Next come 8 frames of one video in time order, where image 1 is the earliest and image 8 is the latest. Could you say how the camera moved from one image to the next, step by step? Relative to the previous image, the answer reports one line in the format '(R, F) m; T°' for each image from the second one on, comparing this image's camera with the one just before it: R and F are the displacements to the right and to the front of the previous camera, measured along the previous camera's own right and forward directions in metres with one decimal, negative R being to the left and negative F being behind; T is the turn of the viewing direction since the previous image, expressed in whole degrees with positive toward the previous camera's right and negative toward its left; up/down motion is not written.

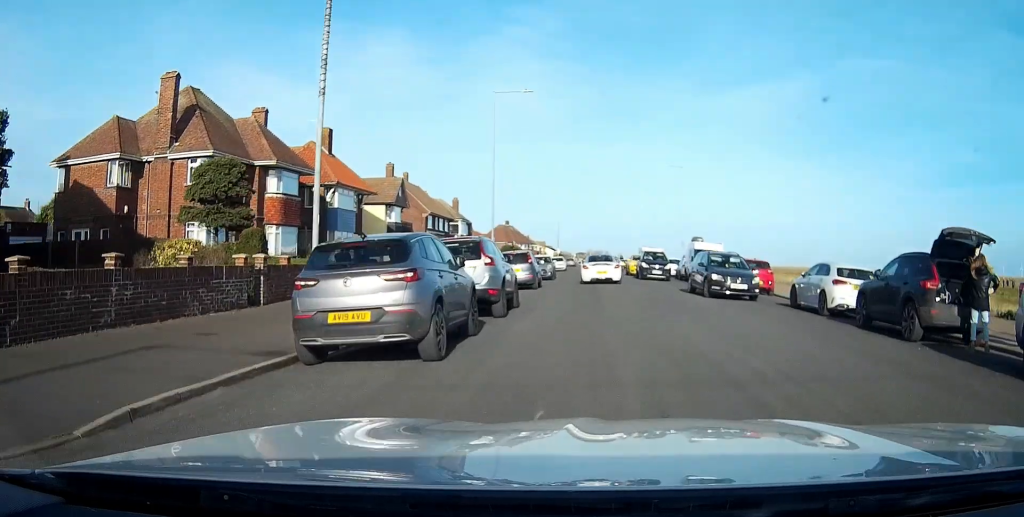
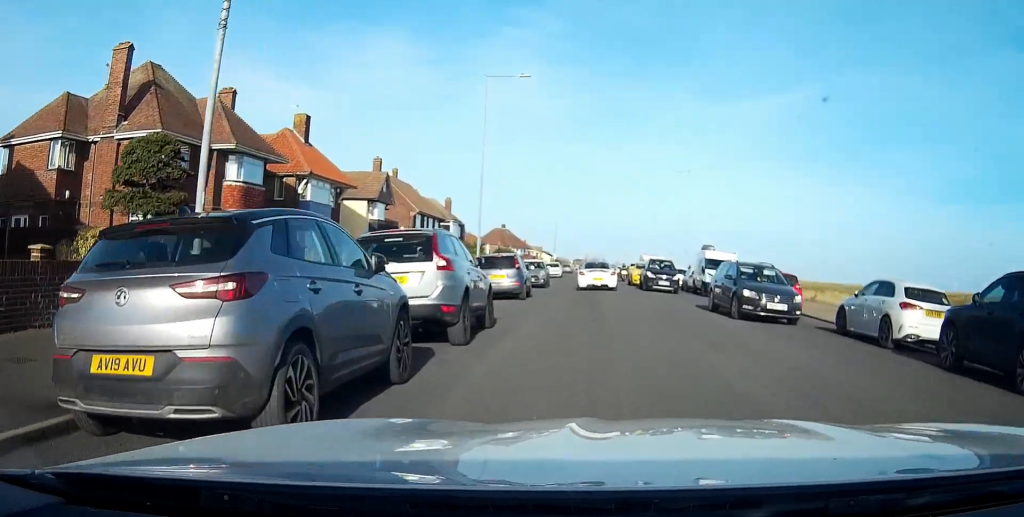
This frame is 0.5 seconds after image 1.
(0.0, +4.3) m; +1°
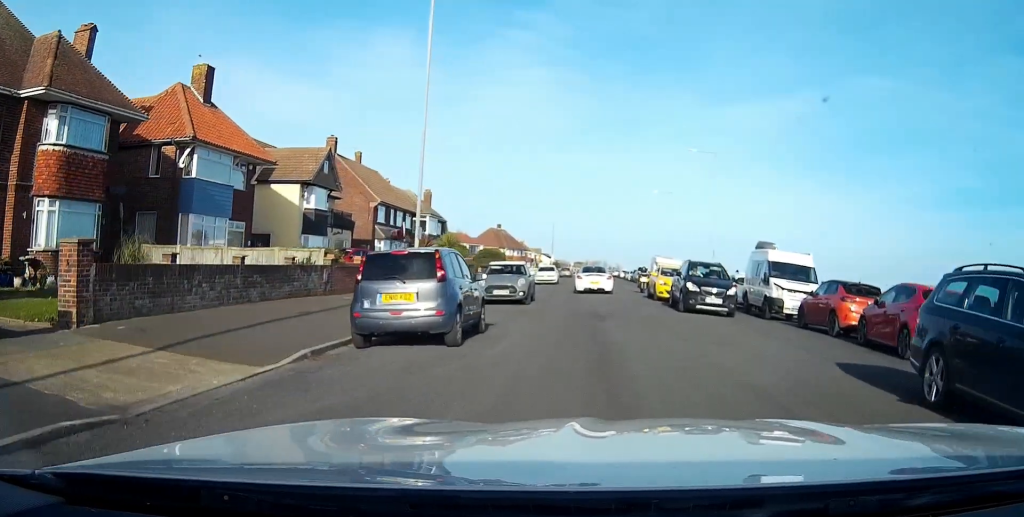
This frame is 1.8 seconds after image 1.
(+0.1, +12.5) m; +1°
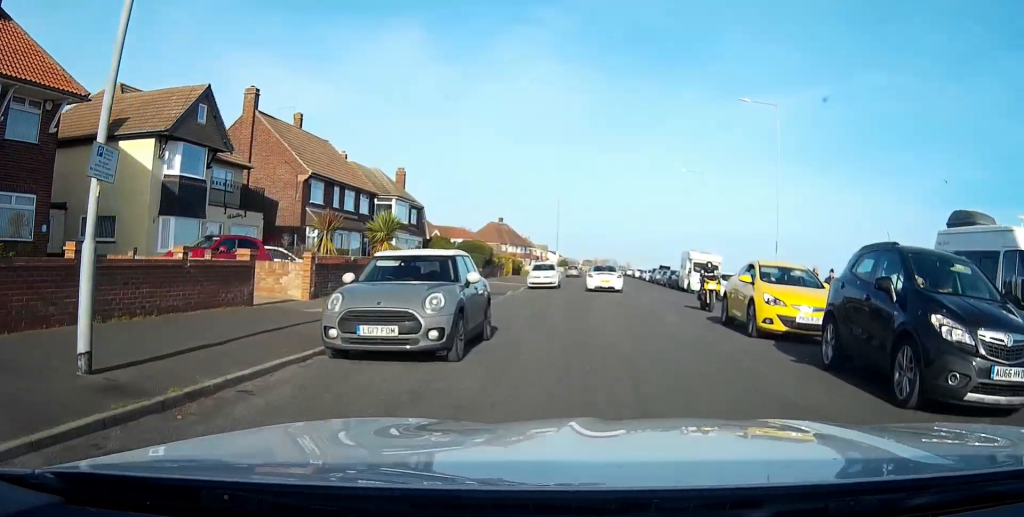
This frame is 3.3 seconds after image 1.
(-0.1, +15.2) m; -1°
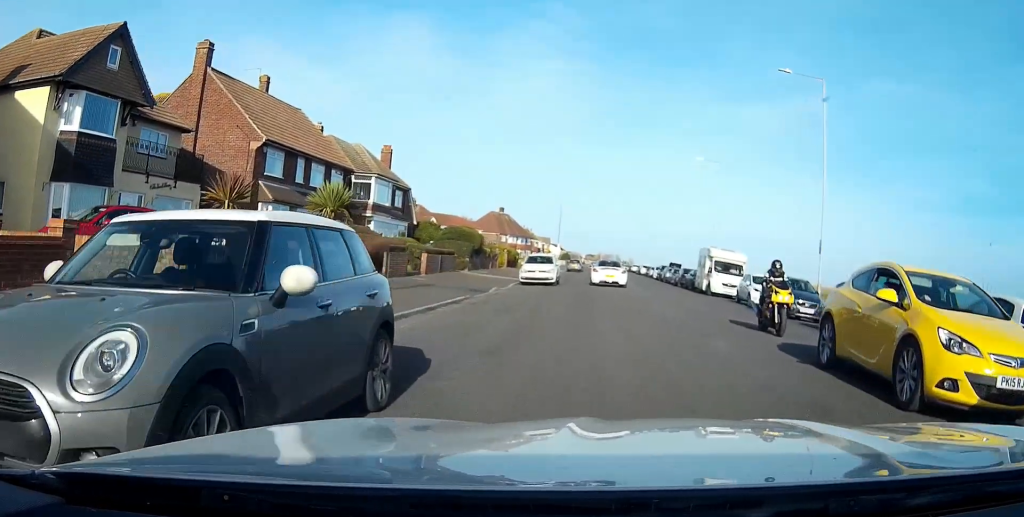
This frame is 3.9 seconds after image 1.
(0.0, +6.6) m; 0°
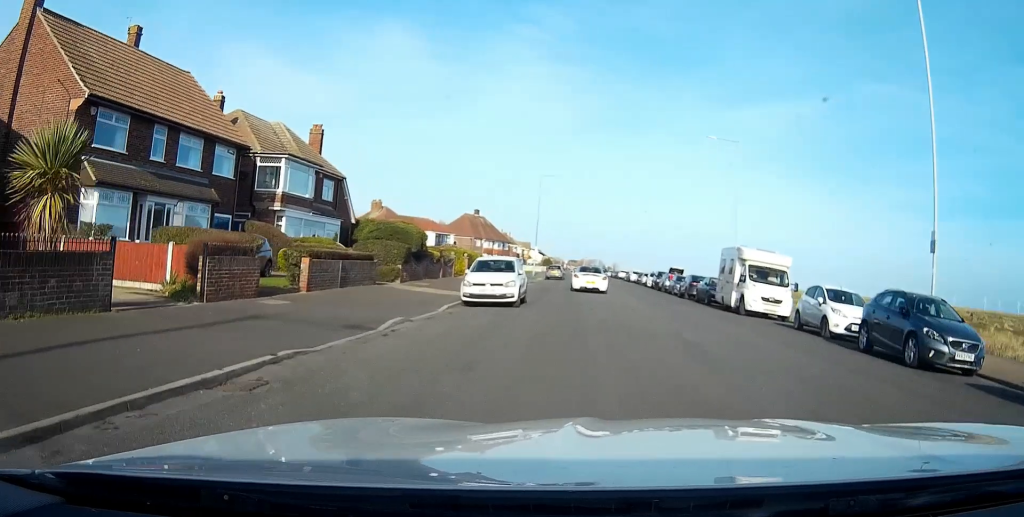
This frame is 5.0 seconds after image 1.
(+0.1, +12.2) m; +1°
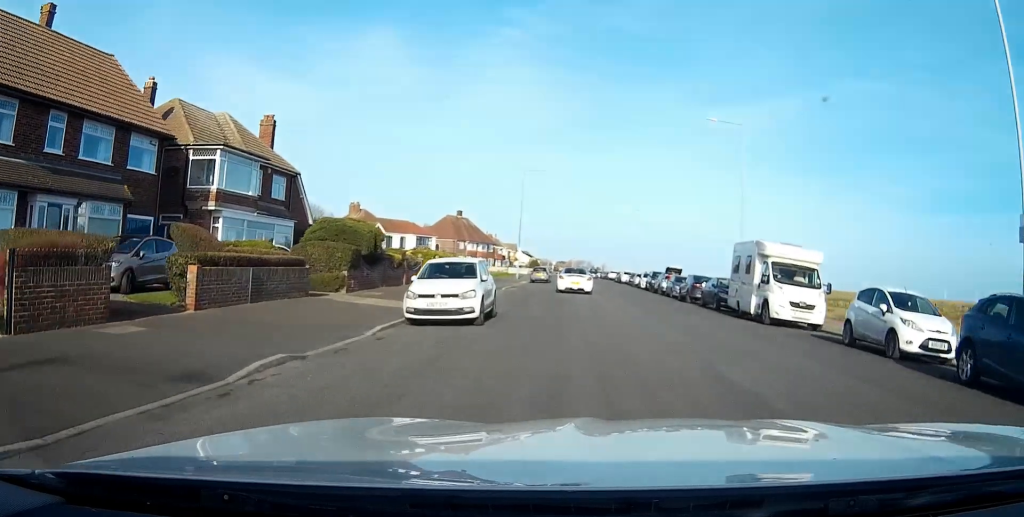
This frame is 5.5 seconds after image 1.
(+0.1, +5.5) m; 0°
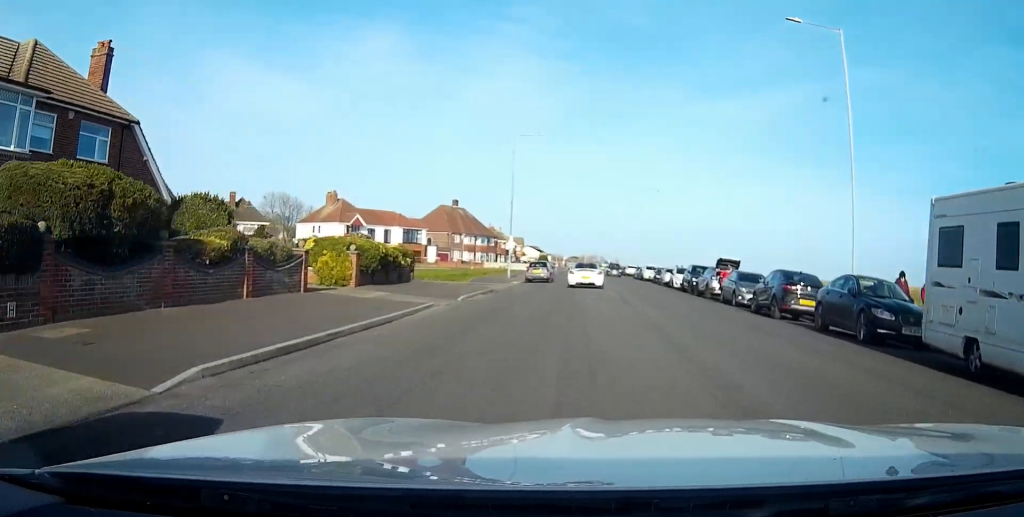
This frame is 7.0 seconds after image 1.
(+0.1, +16.8) m; 0°
